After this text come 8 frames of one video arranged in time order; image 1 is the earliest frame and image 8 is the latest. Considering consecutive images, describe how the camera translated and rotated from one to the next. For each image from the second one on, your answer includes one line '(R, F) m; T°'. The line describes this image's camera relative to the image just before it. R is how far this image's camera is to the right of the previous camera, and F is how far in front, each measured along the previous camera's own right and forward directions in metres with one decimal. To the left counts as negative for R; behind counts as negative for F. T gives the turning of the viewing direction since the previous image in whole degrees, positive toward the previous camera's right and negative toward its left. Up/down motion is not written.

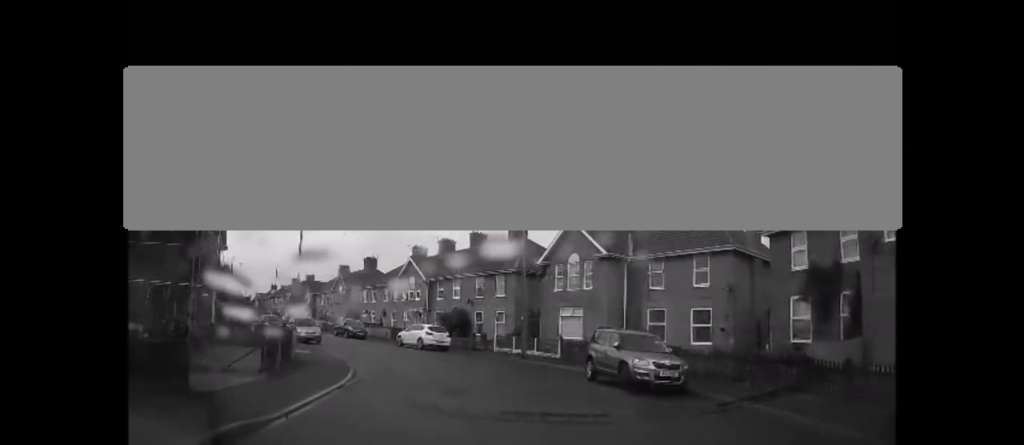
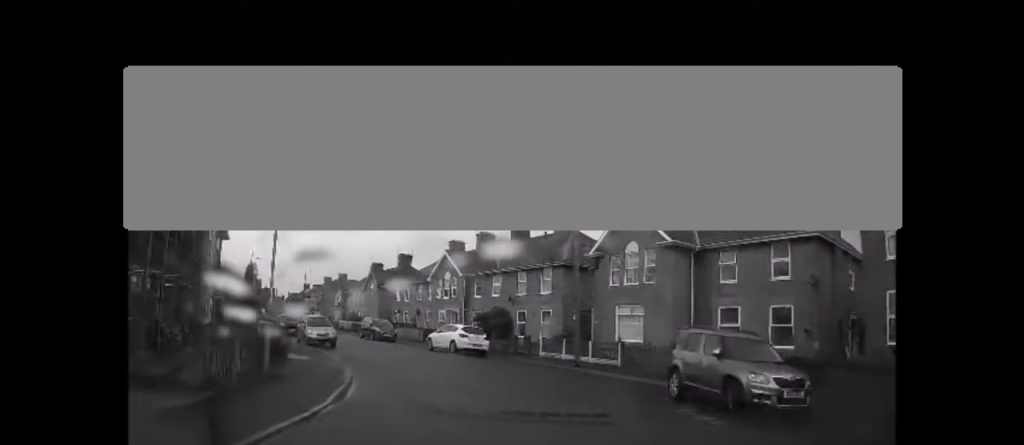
(-0.3, +4.3) m; -4°
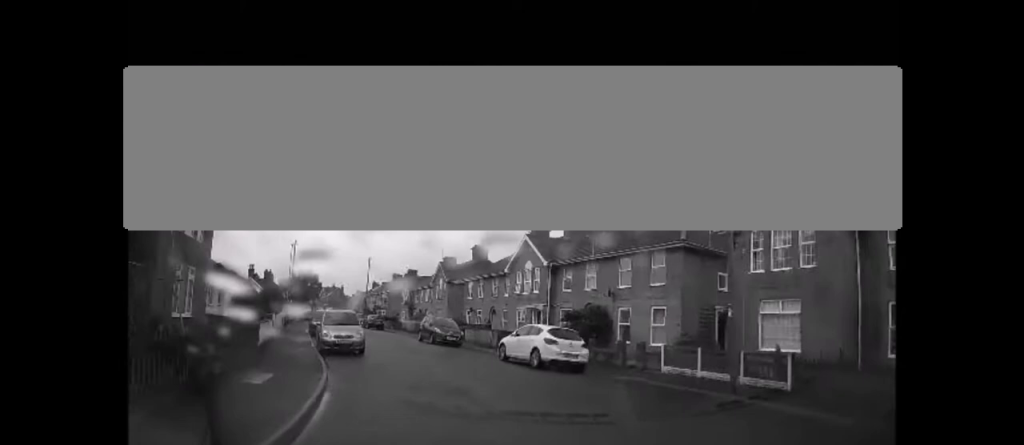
(-0.4, +7.8) m; -7°
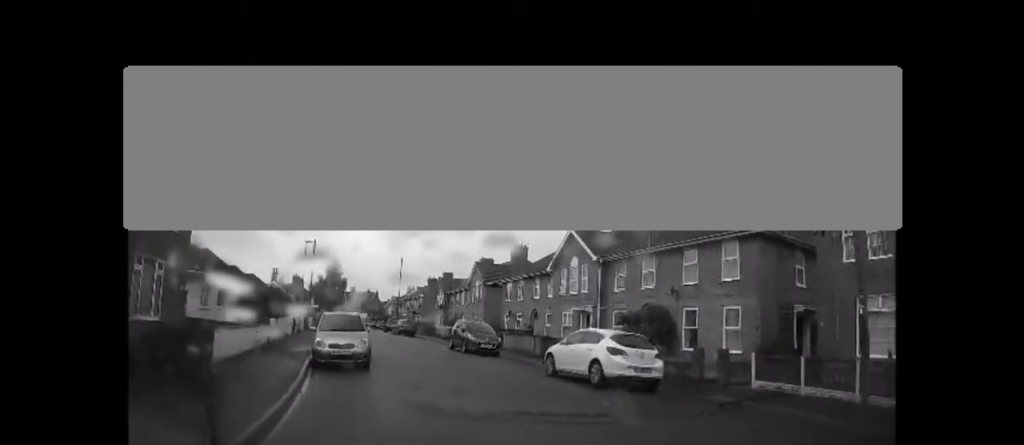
(-0.2, +4.0) m; -5°
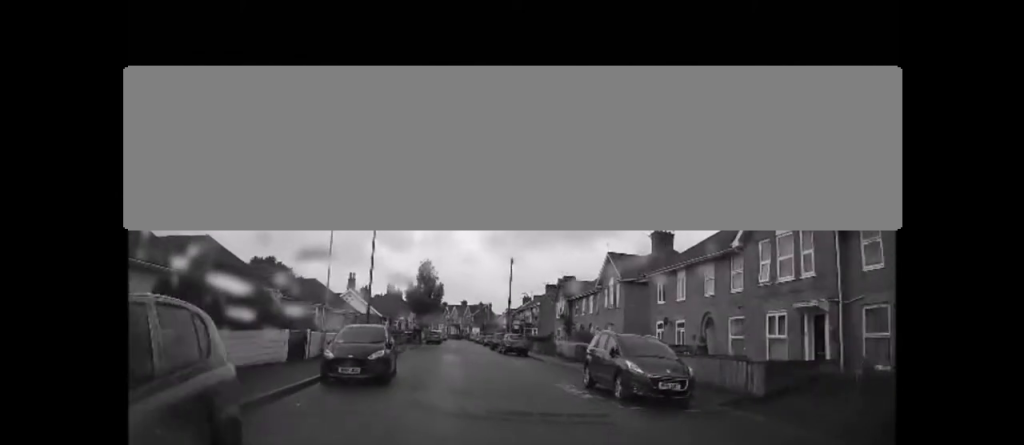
(-1.9, +12.9) m; -13°
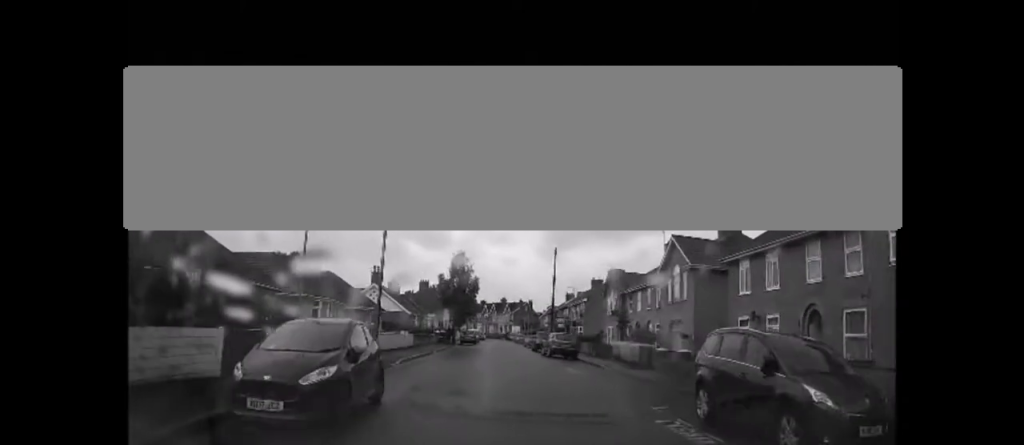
(+0.1, +6.0) m; -4°
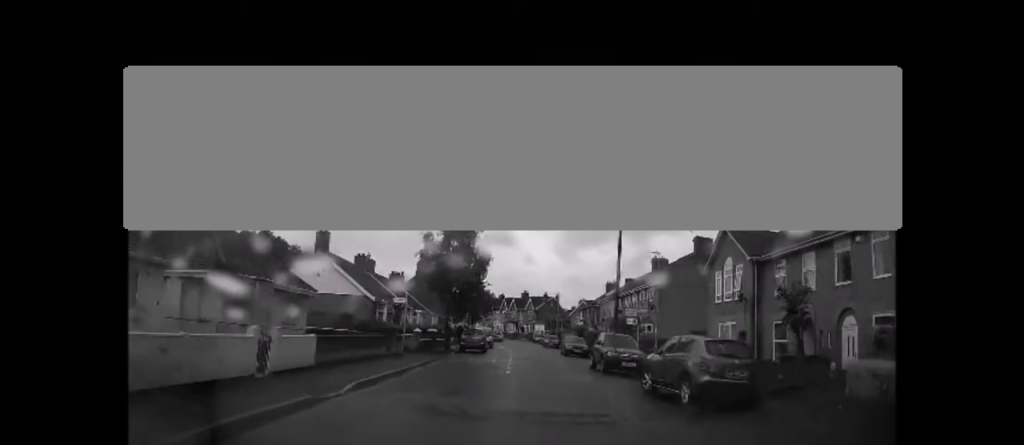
(-1.0, +20.8) m; -1°
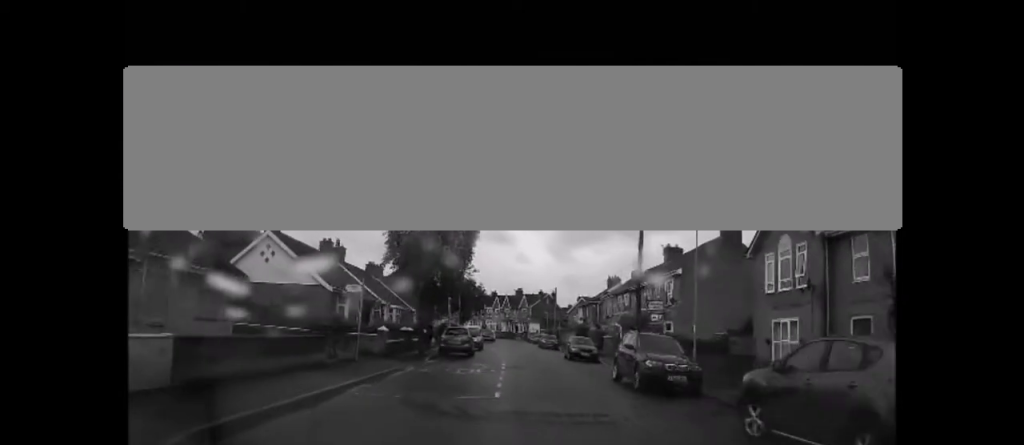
(0.0, +6.2) m; +1°
